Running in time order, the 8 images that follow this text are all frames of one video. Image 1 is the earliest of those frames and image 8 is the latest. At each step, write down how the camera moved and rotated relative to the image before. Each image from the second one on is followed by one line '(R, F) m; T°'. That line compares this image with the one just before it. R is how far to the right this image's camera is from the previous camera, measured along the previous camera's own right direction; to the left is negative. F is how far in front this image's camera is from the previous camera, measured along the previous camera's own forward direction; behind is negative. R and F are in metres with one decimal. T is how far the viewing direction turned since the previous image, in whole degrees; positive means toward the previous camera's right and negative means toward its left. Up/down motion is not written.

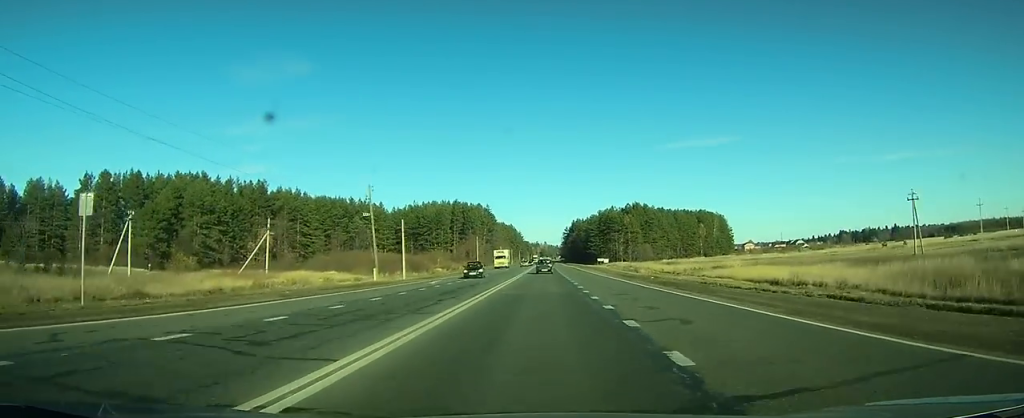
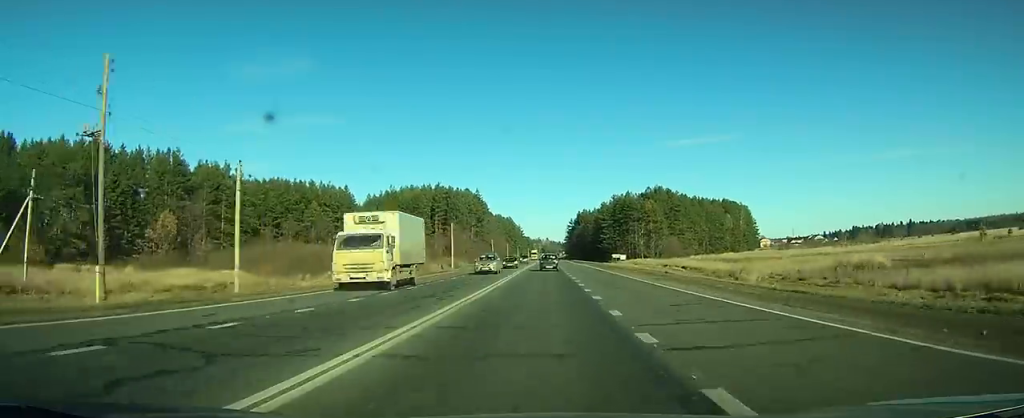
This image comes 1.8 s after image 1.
(-0.1, +42.1) m; 0°
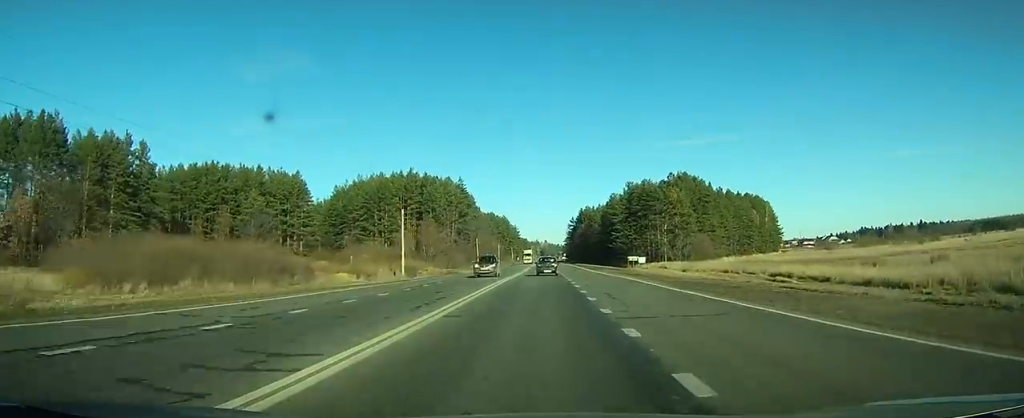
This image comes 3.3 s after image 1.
(+0.1, +35.8) m; 0°
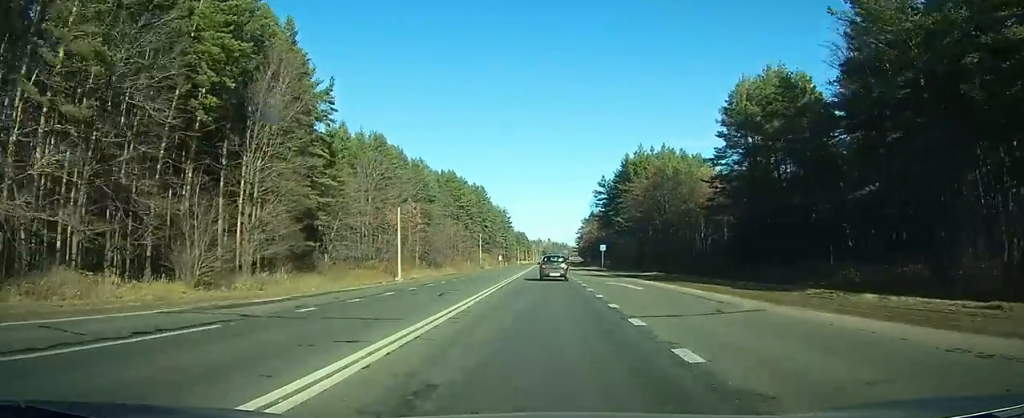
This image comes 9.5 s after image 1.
(-0.1, +142.4) m; 0°
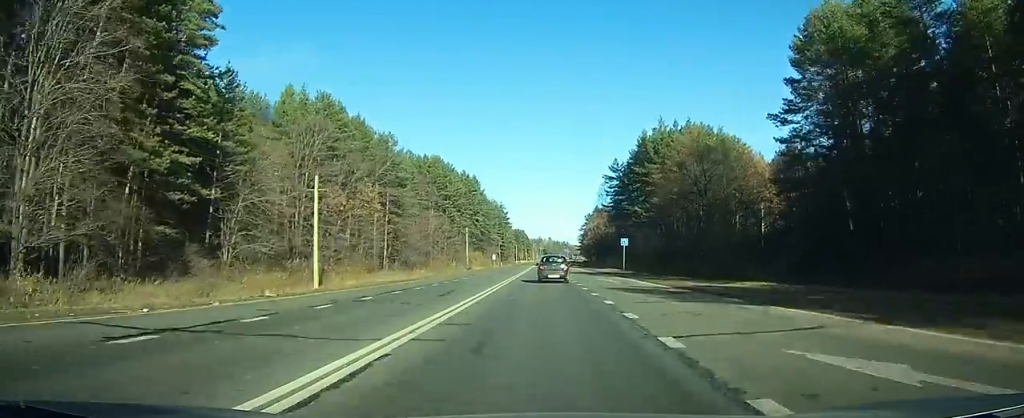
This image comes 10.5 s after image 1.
(0.0, +22.6) m; 0°
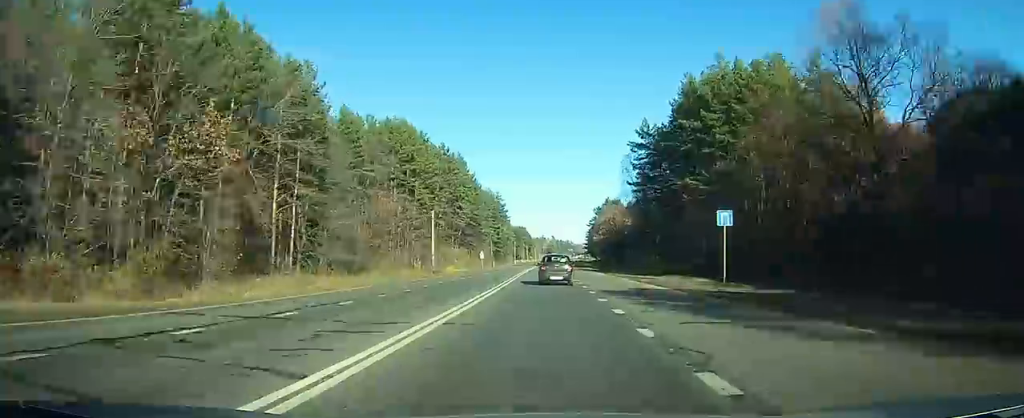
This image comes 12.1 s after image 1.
(0.0, +34.6) m; 0°
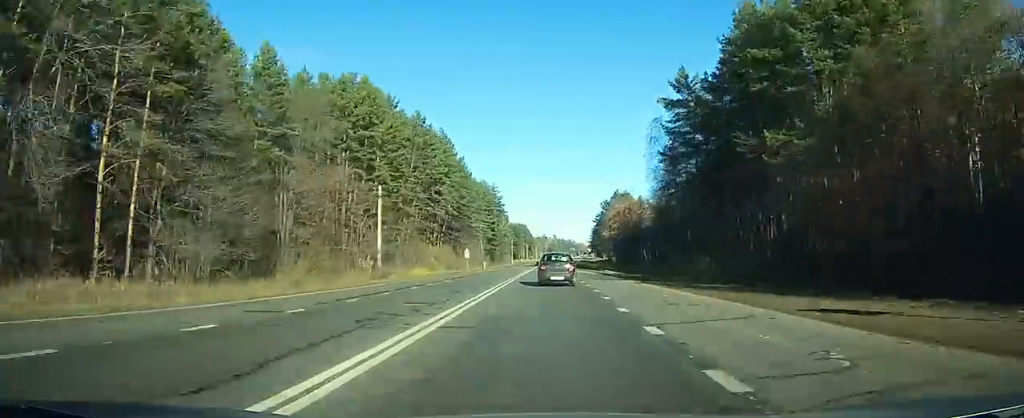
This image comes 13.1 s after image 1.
(0.0, +23.8) m; 0°
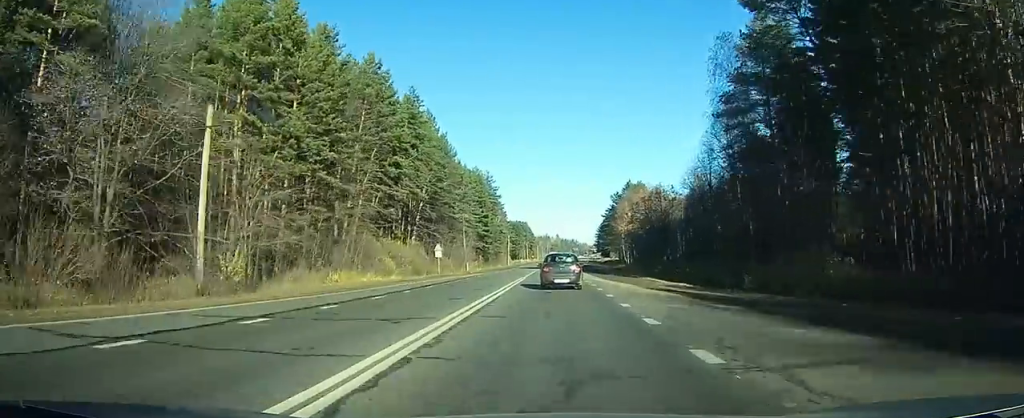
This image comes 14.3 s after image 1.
(-0.1, +26.5) m; 0°
